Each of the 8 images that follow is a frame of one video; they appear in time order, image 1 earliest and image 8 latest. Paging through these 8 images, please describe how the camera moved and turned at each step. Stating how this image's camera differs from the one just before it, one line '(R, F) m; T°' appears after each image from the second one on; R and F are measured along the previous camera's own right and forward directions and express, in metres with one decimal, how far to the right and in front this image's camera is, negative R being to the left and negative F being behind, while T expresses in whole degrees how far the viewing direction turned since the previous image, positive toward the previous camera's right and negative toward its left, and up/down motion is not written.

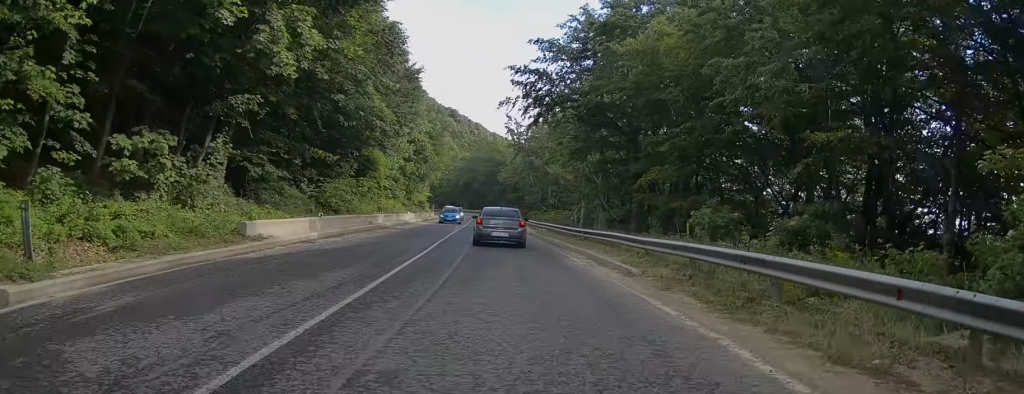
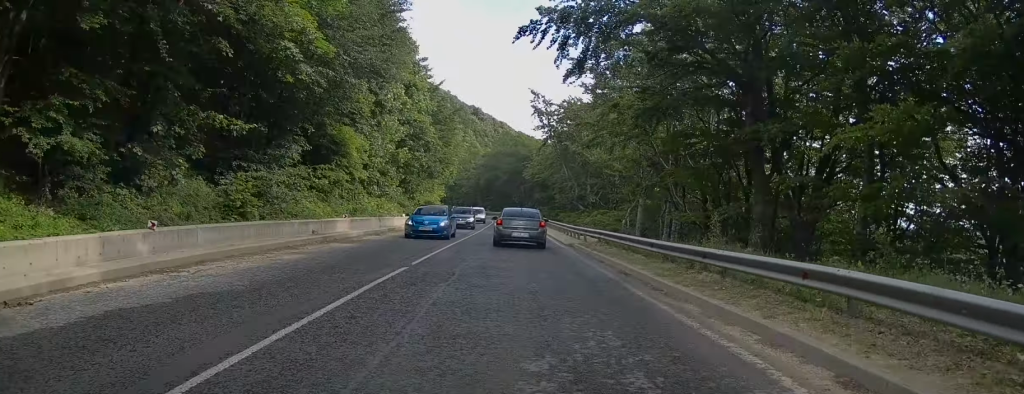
(-0.4, +13.7) m; -2°
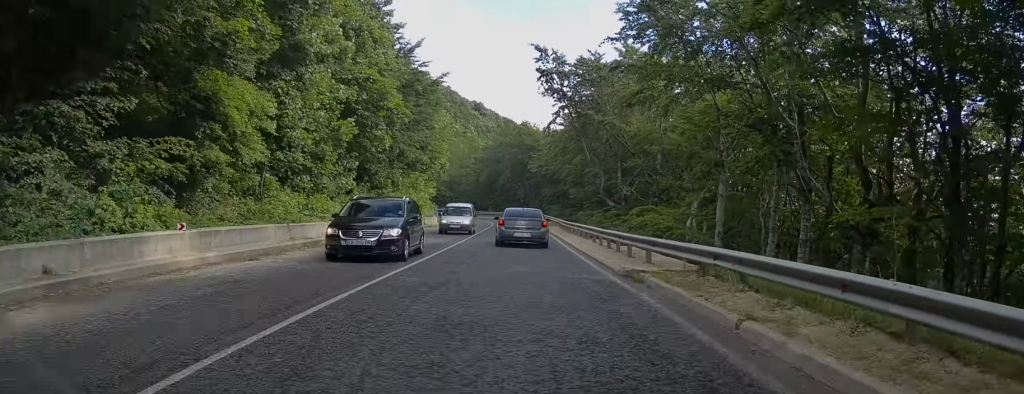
(-0.1, +13.6) m; 0°
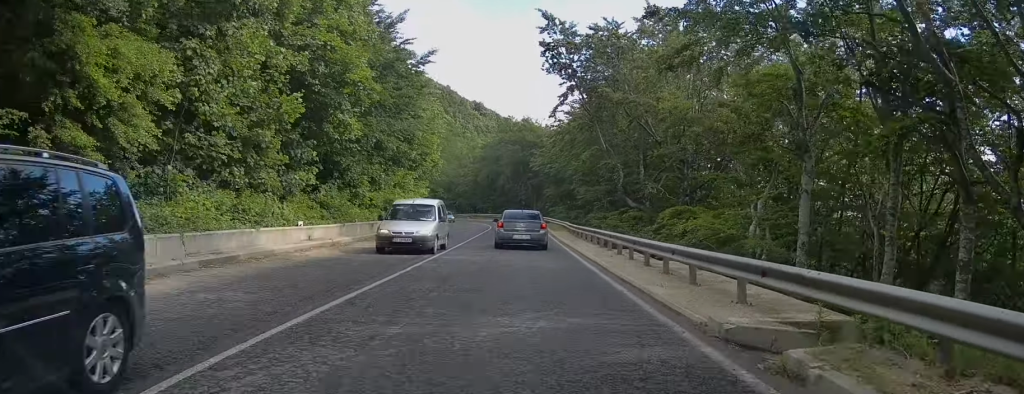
(+0.1, +6.4) m; 0°
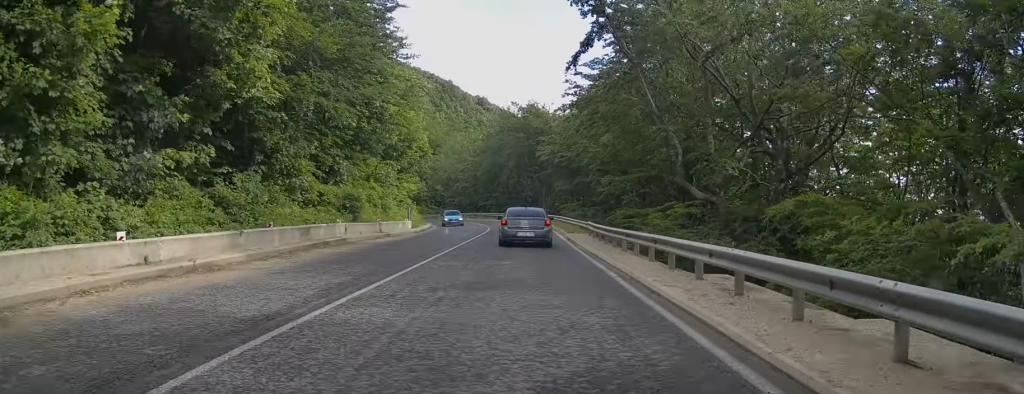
(0.0, +9.9) m; 0°
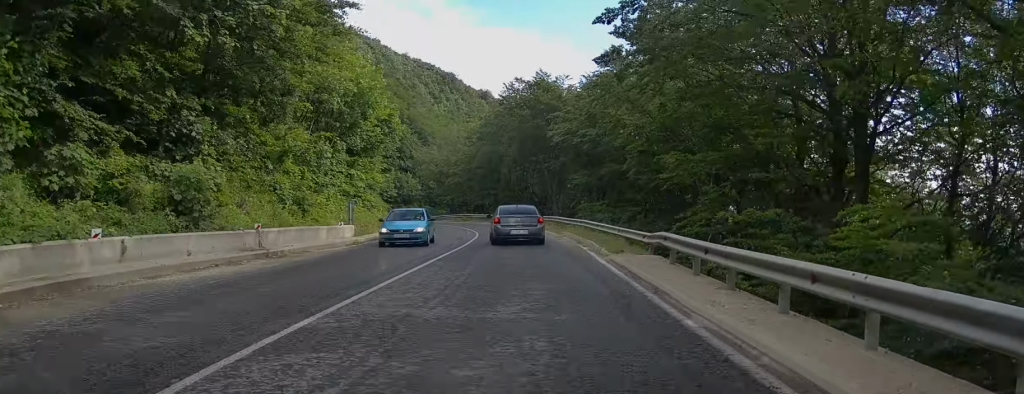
(-0.1, +14.6) m; 0°
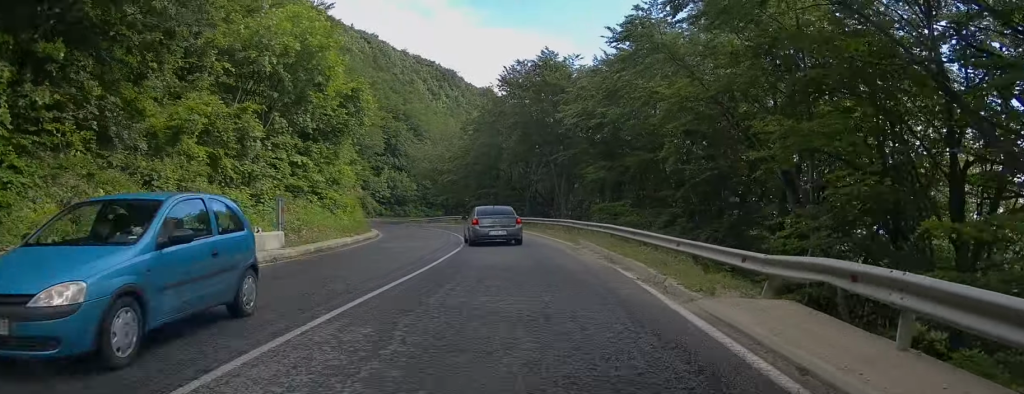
(+0.1, +8.0) m; 0°
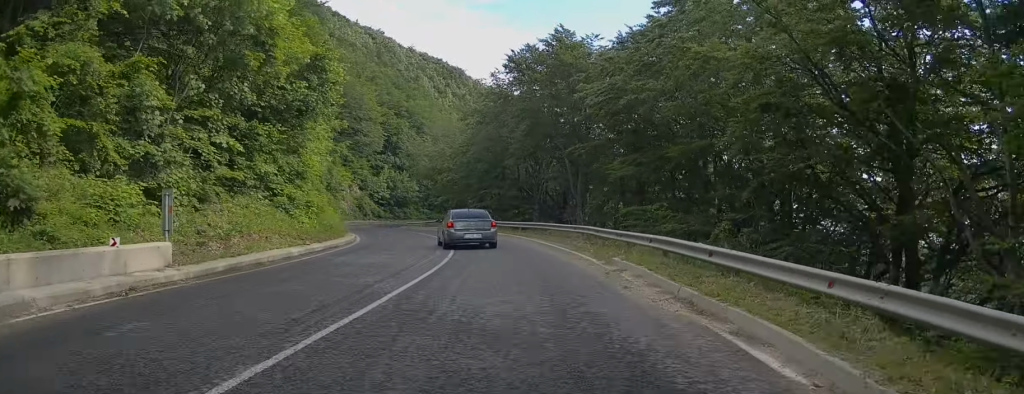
(0.0, +6.7) m; -2°
